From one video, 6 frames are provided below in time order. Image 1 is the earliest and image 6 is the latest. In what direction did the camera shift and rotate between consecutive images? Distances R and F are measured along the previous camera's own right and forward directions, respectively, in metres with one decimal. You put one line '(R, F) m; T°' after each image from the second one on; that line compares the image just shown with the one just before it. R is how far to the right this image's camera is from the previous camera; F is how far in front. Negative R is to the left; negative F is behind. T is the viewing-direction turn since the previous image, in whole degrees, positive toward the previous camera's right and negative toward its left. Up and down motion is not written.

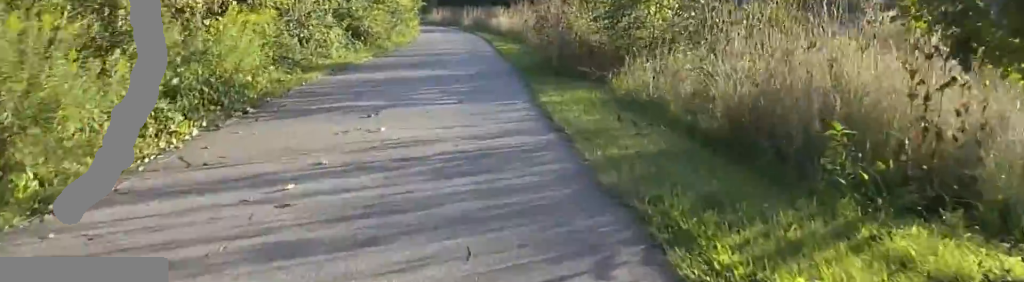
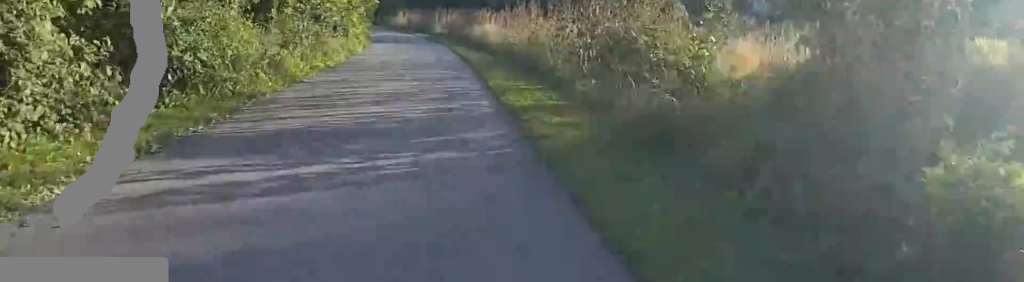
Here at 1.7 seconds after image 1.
(+0.2, +11.7) m; +1°
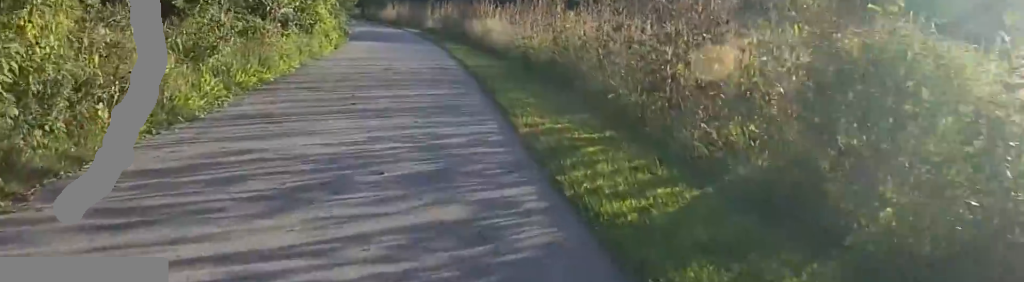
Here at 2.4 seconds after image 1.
(0.0, +4.9) m; 0°
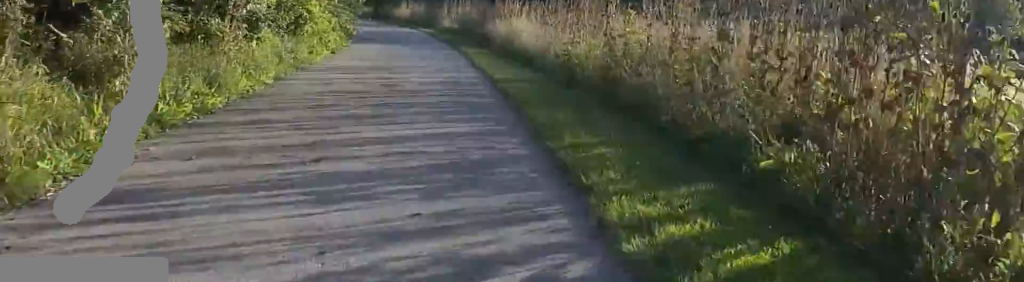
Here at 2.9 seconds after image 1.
(0.0, +3.1) m; 0°
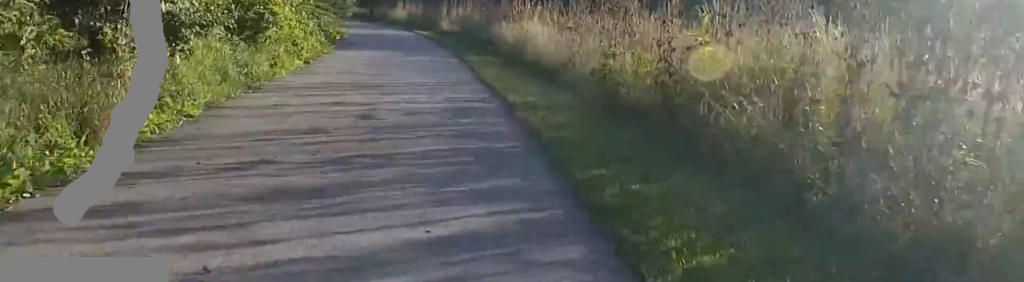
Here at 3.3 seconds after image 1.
(0.0, +2.8) m; 0°
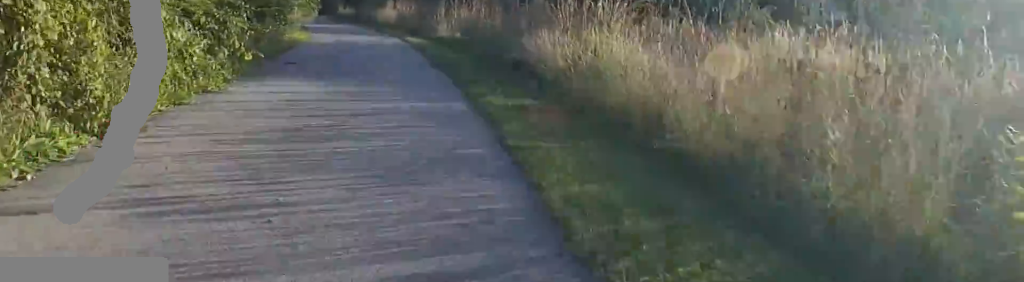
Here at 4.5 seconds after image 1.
(0.0, +7.7) m; 0°
